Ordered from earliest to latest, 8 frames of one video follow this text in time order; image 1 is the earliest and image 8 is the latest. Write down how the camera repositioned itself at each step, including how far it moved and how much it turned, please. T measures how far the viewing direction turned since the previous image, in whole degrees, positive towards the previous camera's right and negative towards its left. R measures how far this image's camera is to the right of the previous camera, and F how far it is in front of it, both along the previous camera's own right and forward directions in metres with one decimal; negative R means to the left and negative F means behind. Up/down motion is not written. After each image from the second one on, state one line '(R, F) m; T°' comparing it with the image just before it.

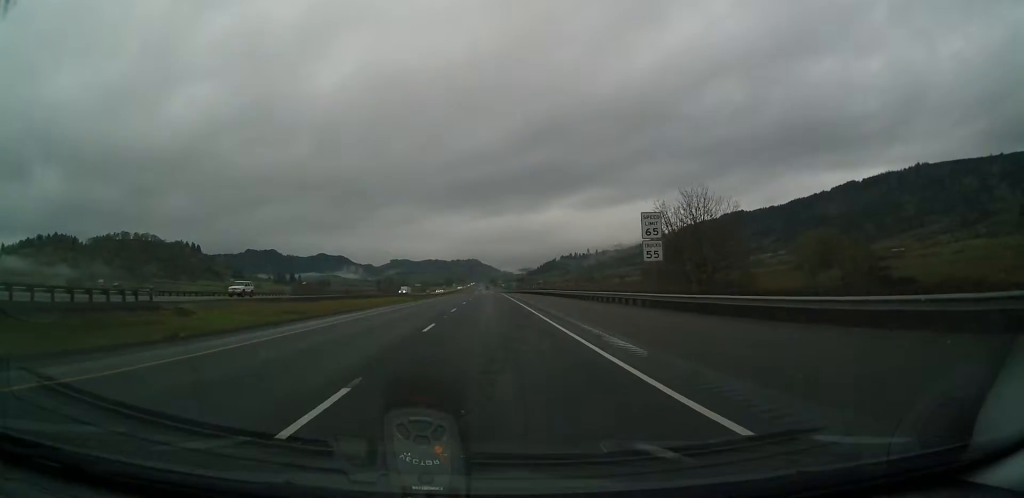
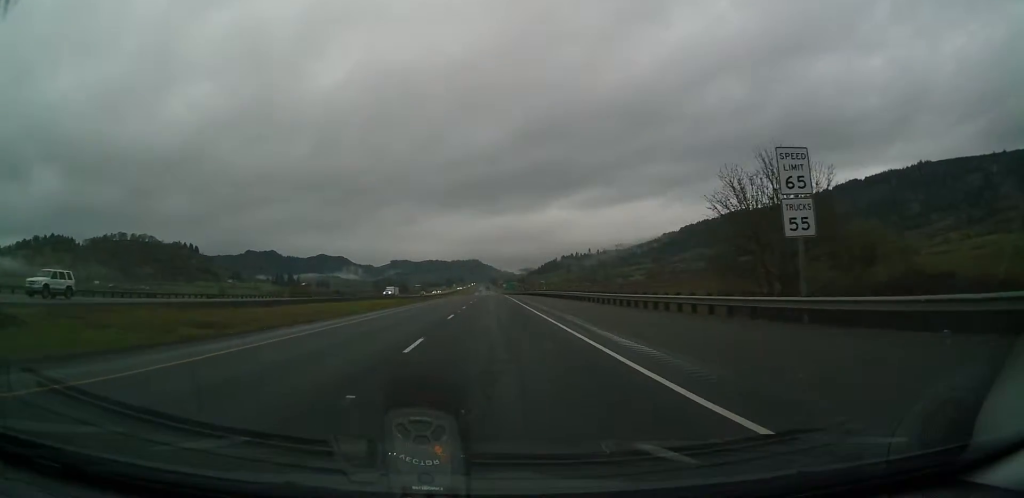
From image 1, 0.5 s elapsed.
(+0.2, +17.5) m; 0°
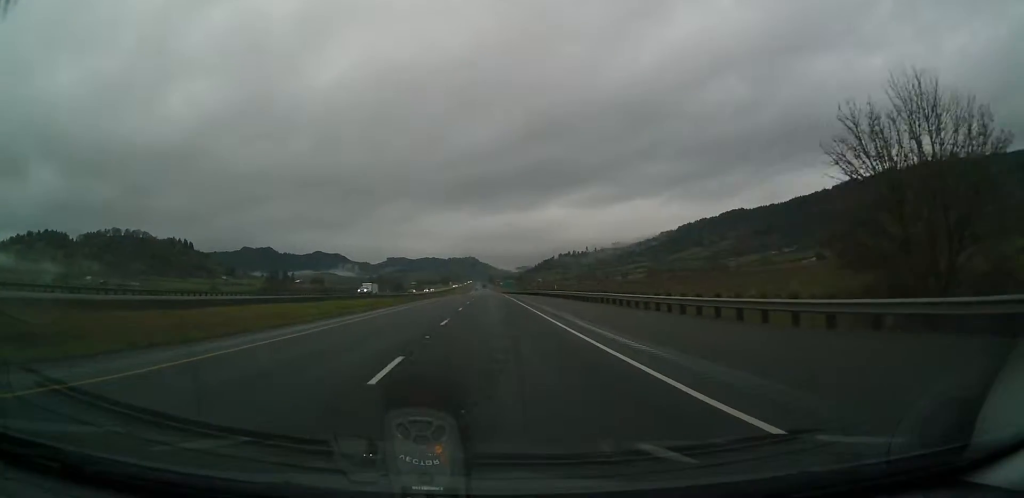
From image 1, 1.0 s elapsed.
(+0.4, +16.3) m; 0°
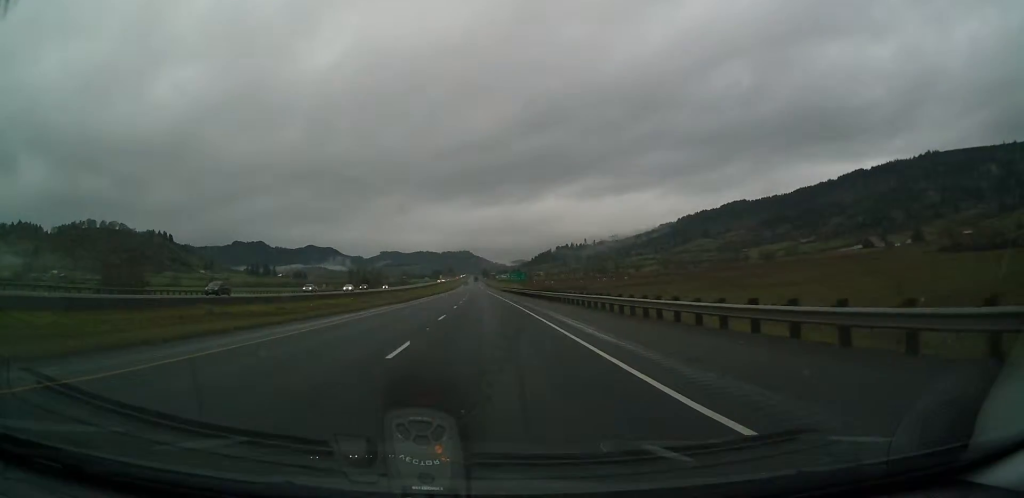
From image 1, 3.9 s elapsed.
(+0.2, +95.1) m; +1°
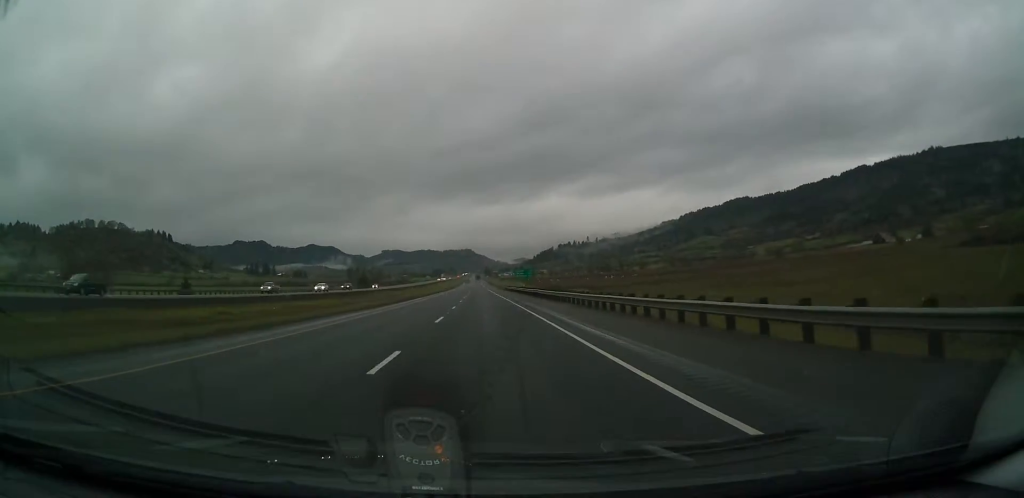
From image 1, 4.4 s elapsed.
(0.0, +14.2) m; 0°
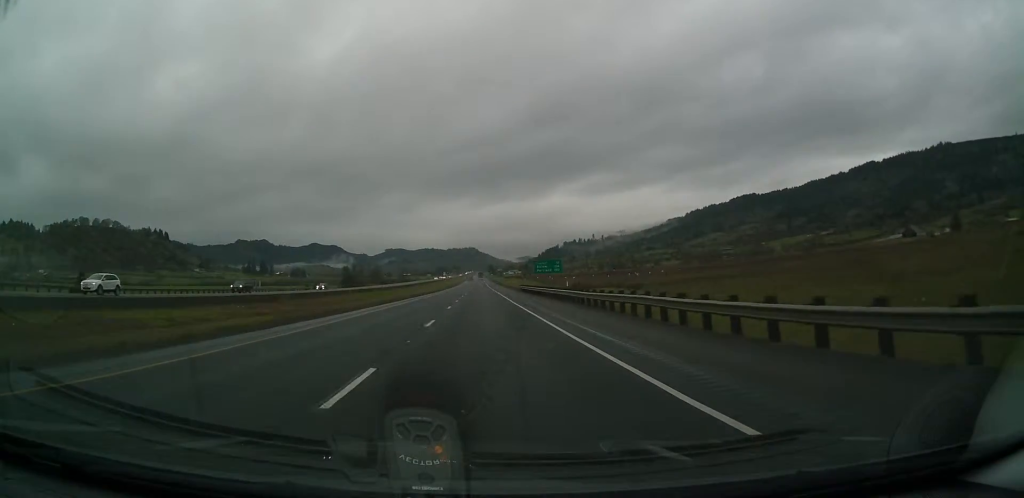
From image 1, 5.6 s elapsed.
(+0.2, +39.4) m; 0°
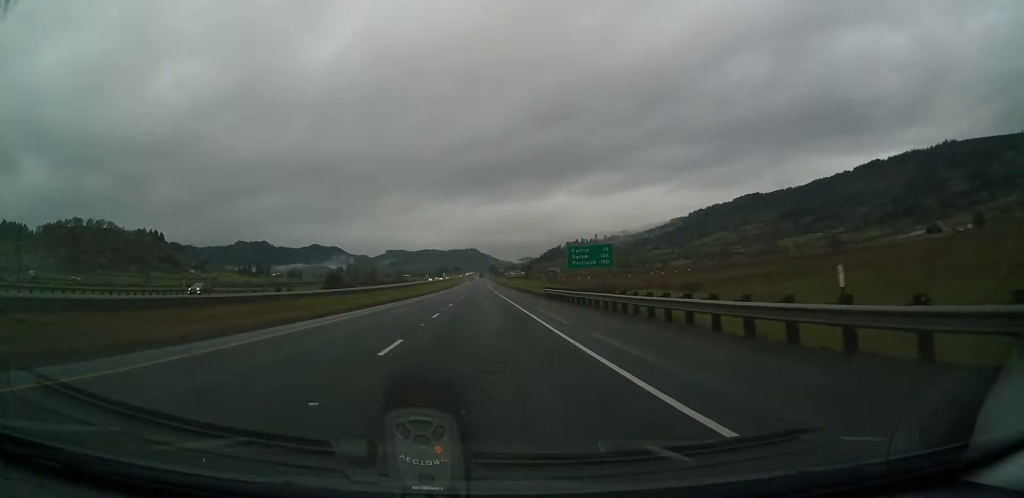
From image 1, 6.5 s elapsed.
(+0.1, +31.7) m; 0°
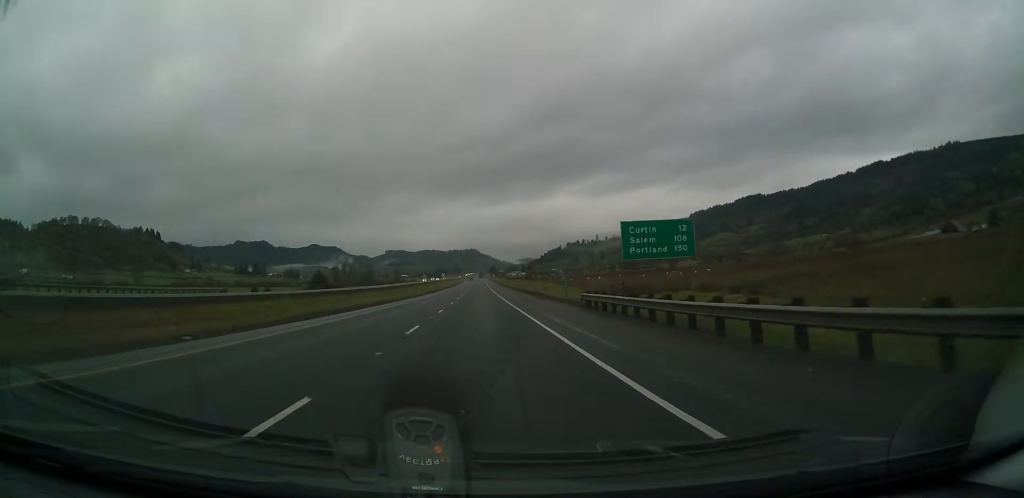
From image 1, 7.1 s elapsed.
(-0.1, +19.7) m; -1°
